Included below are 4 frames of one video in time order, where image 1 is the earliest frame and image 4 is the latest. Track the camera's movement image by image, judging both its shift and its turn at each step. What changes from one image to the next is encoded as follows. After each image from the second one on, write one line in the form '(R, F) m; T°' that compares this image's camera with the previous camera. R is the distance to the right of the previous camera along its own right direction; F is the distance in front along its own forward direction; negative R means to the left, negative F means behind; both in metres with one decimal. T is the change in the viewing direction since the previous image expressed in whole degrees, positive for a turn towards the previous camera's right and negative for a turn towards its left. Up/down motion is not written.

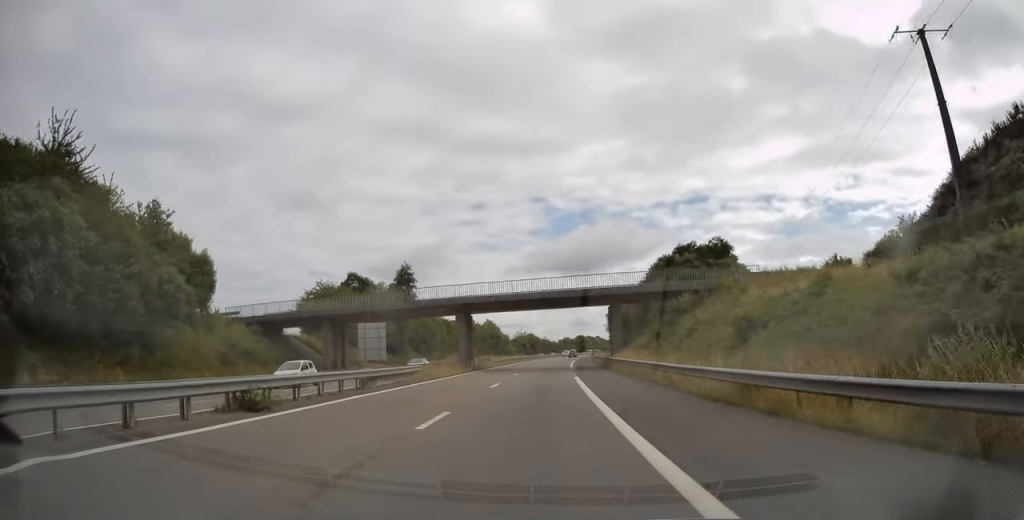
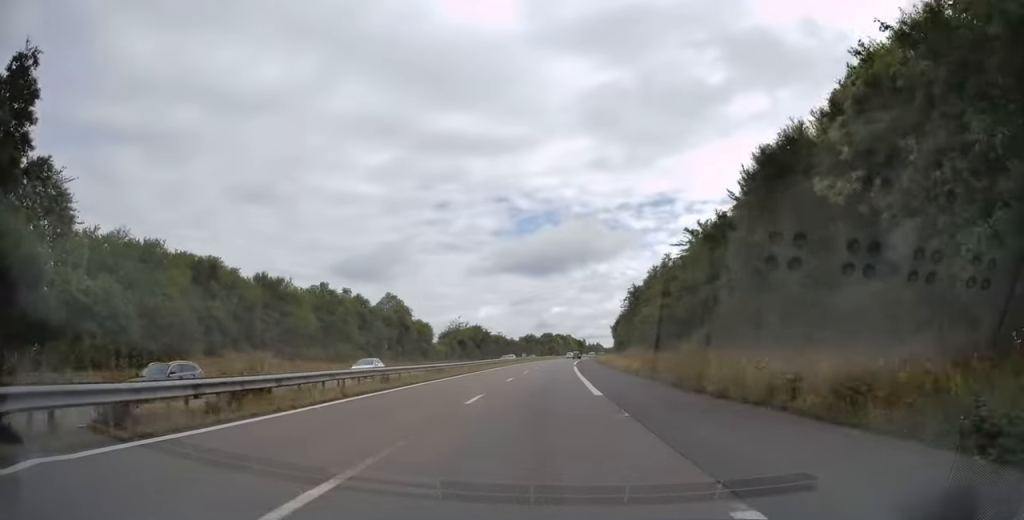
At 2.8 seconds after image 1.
(+3.1, +86.0) m; +4°
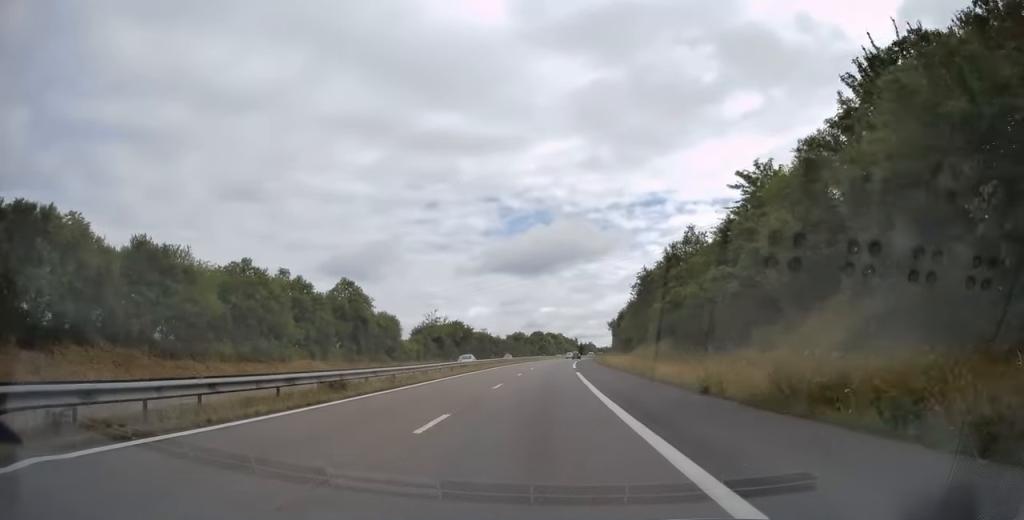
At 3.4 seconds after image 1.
(-0.1, +19.1) m; +1°
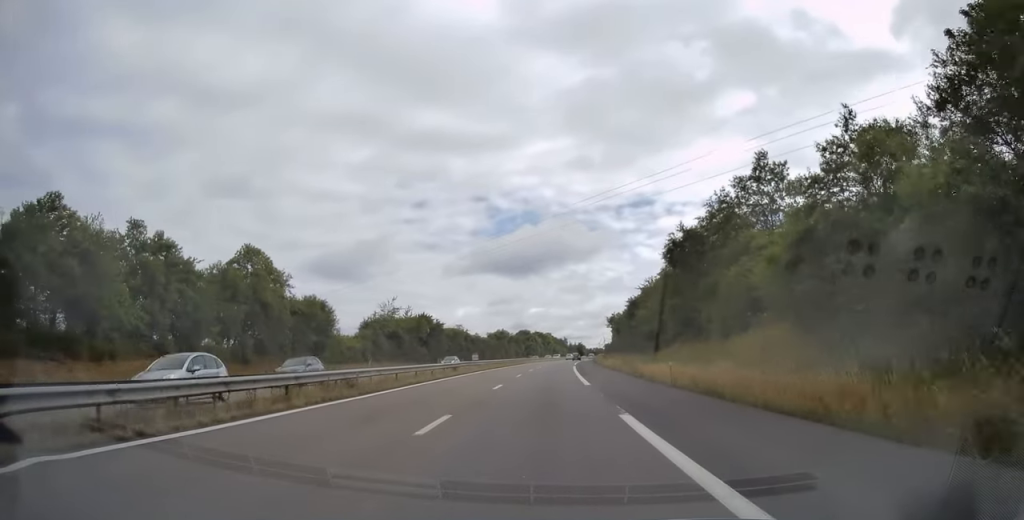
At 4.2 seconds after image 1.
(+0.7, +26.3) m; +2°
